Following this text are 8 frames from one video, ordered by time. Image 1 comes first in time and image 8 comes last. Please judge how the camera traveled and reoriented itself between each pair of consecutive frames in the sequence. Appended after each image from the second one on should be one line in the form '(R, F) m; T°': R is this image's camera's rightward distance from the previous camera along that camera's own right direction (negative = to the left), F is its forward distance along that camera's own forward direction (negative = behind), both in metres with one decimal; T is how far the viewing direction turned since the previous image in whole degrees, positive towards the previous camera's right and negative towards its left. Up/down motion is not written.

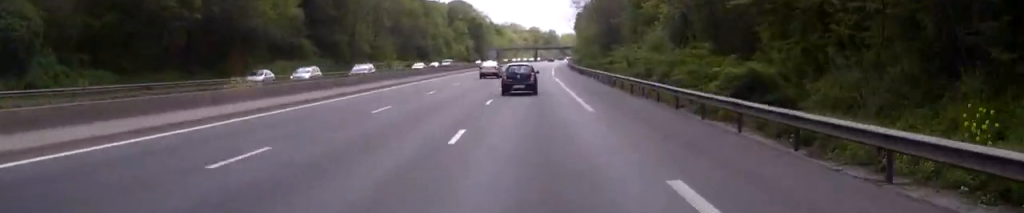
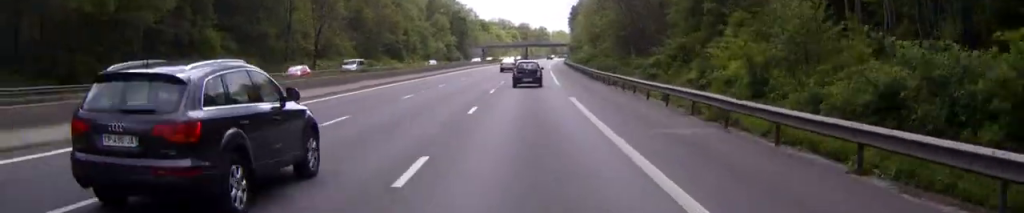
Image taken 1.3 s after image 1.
(+0.1, +31.2) m; 0°
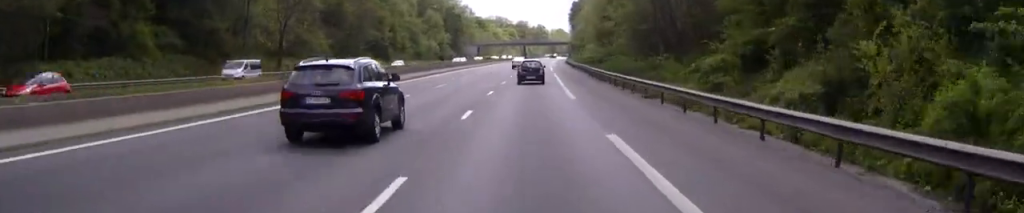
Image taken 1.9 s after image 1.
(0.0, +15.2) m; 0°
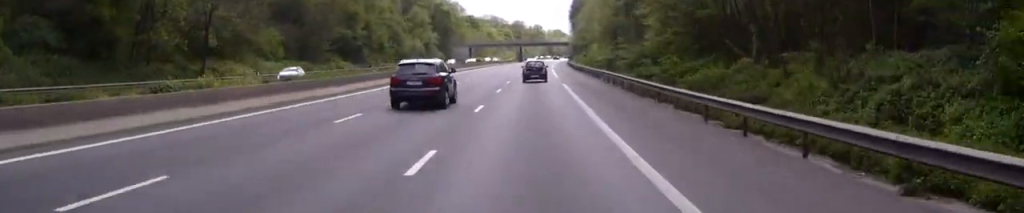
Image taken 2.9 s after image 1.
(+0.1, +22.5) m; +1°
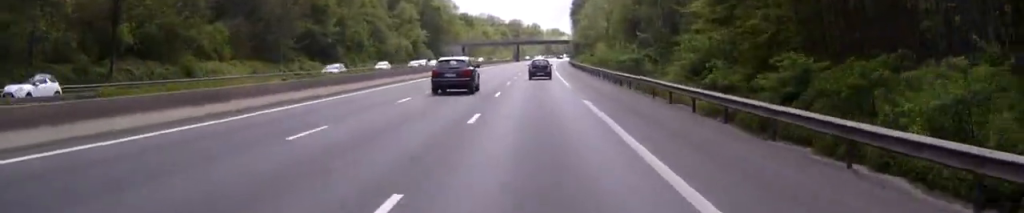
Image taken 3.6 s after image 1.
(+0.2, +17.7) m; +1°
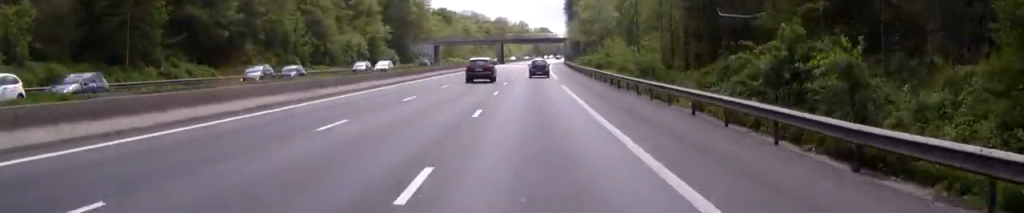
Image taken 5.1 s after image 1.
(+0.4, +36.2) m; 0°
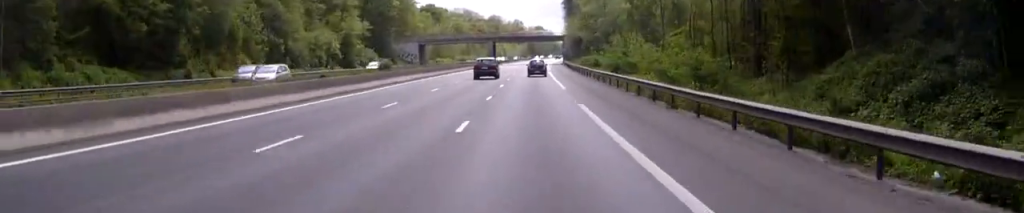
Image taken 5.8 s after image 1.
(-0.1, +17.0) m; 0°
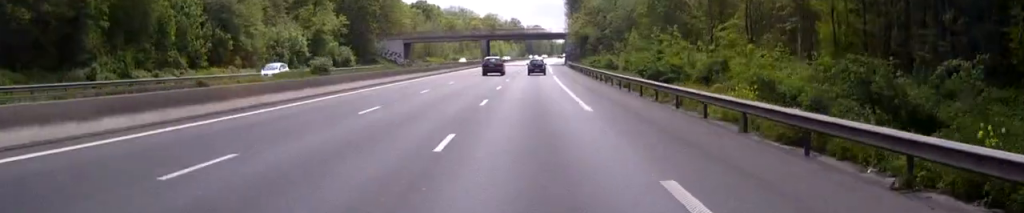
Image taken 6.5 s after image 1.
(-0.1, +17.0) m; 0°
